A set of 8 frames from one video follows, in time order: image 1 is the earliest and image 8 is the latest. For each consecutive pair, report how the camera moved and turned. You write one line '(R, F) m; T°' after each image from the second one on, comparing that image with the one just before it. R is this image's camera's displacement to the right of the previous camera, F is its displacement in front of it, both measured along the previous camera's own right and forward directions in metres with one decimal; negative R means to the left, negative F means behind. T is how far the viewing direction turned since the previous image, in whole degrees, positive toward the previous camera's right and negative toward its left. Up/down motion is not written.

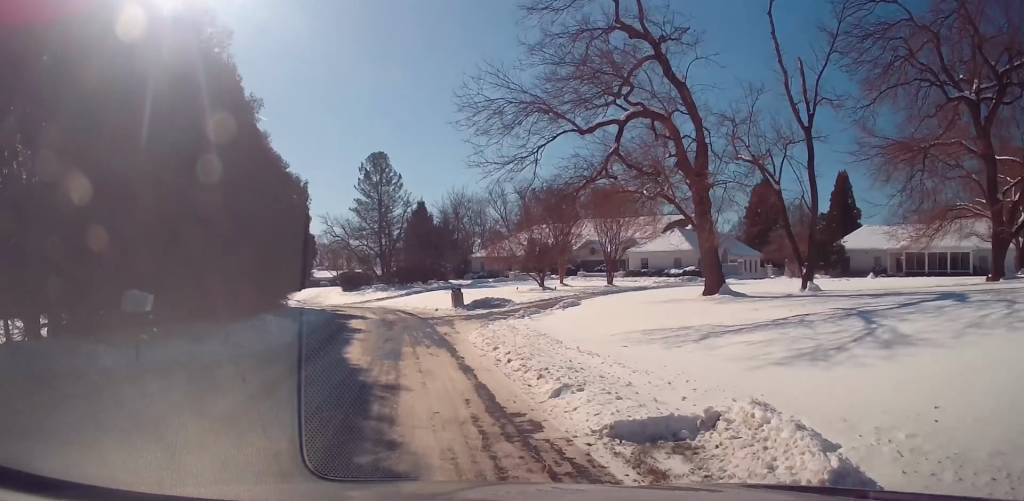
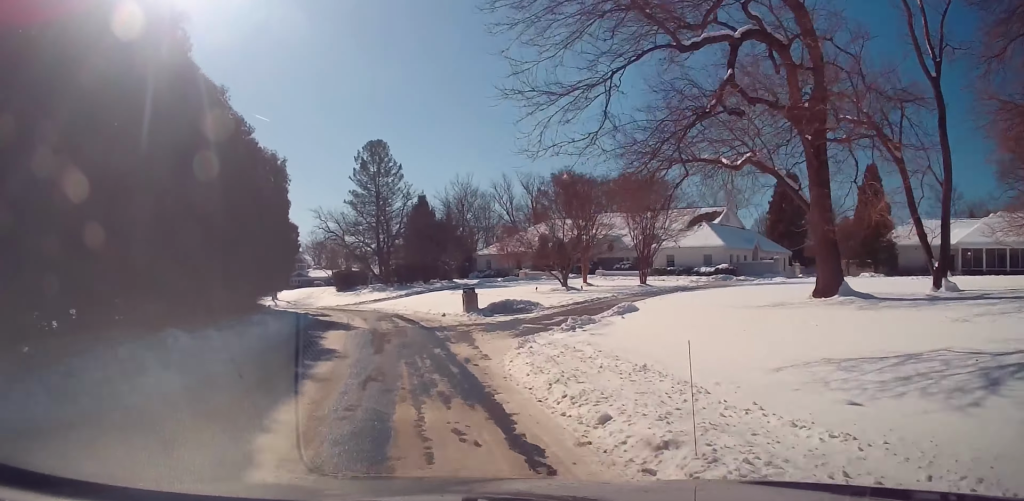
(0.0, +8.1) m; -2°
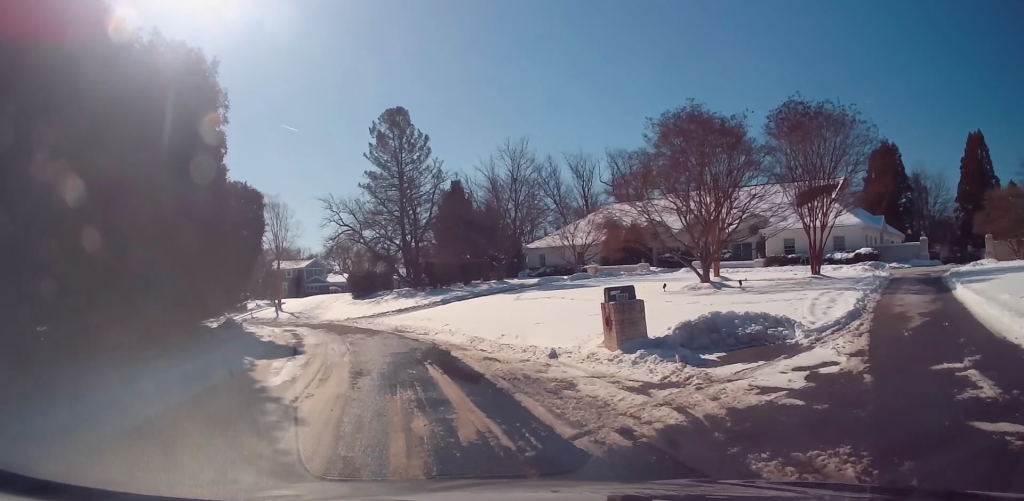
(-0.8, +18.0) m; -6°
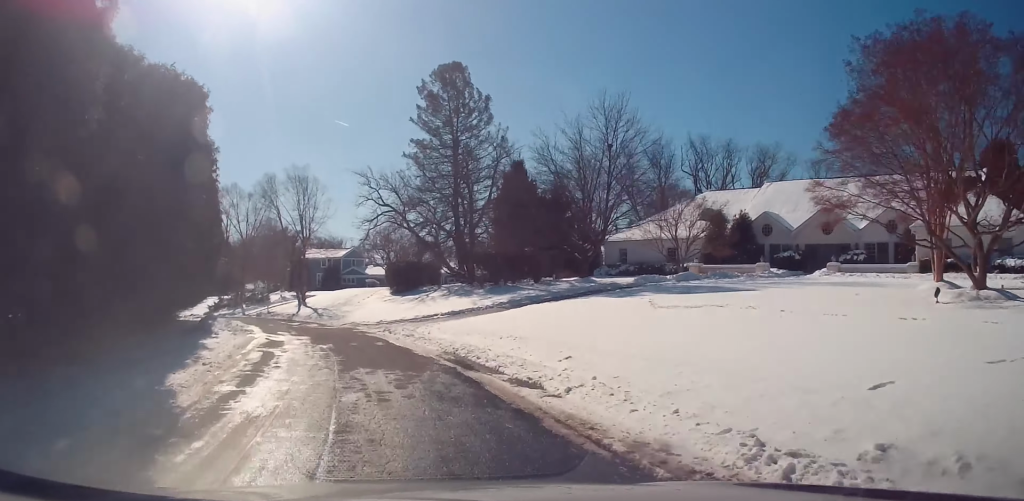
(-0.6, +12.9) m; -5°
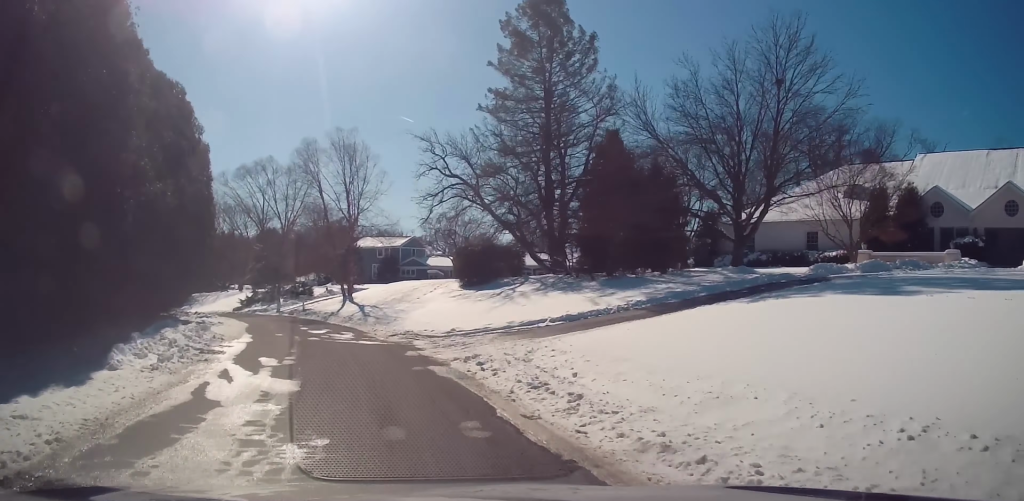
(-0.4, +12.4) m; -6°
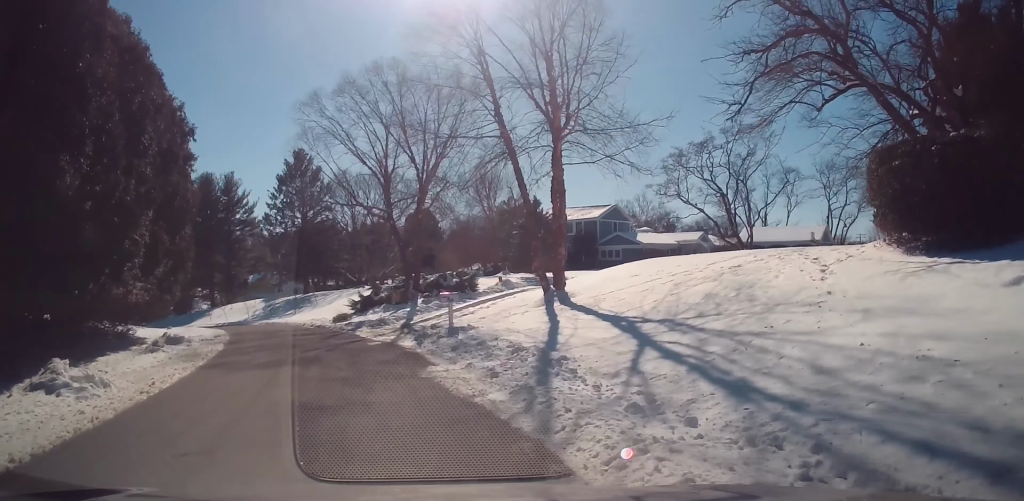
(-4.2, +28.0) m; -17°
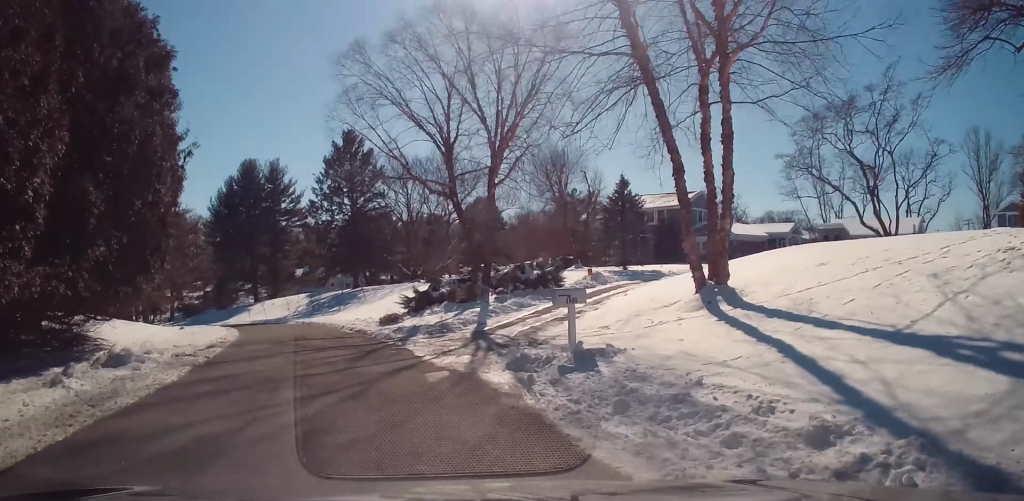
(-0.4, +8.2) m; -4°
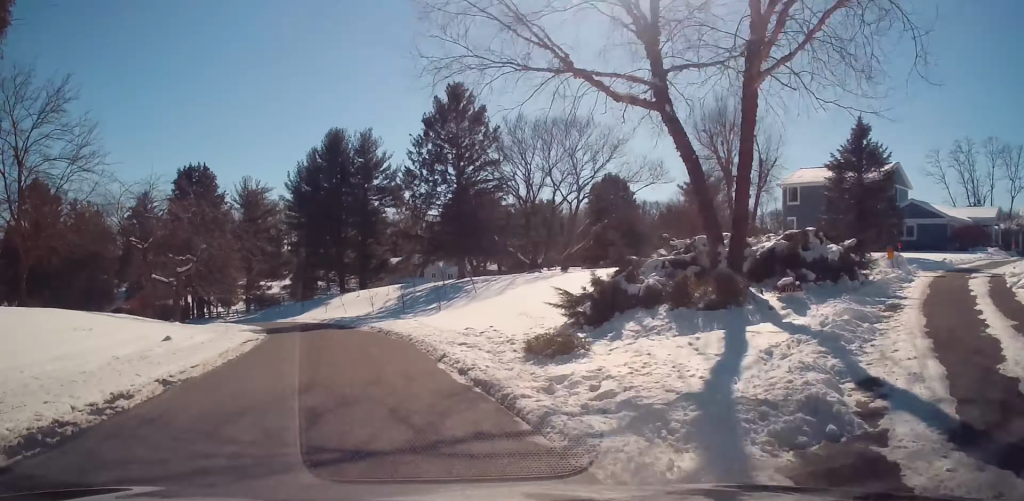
(-1.0, +15.5) m; -8°
